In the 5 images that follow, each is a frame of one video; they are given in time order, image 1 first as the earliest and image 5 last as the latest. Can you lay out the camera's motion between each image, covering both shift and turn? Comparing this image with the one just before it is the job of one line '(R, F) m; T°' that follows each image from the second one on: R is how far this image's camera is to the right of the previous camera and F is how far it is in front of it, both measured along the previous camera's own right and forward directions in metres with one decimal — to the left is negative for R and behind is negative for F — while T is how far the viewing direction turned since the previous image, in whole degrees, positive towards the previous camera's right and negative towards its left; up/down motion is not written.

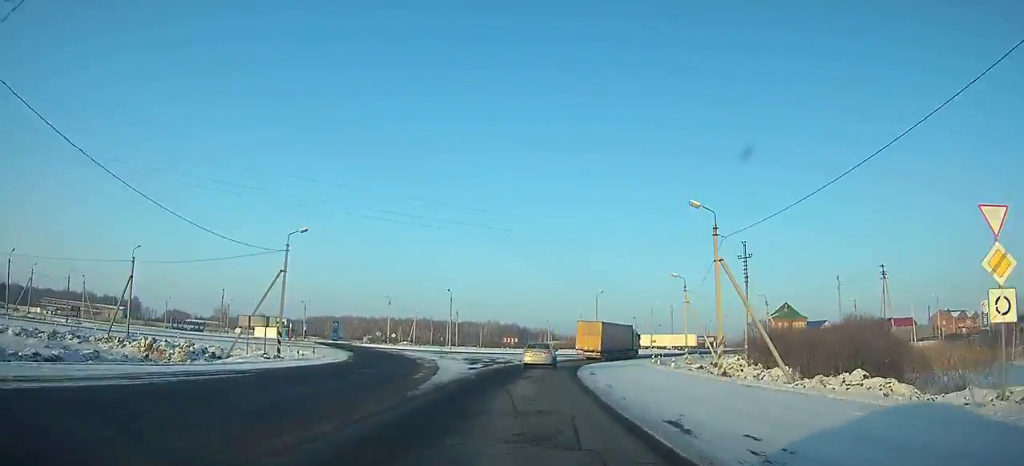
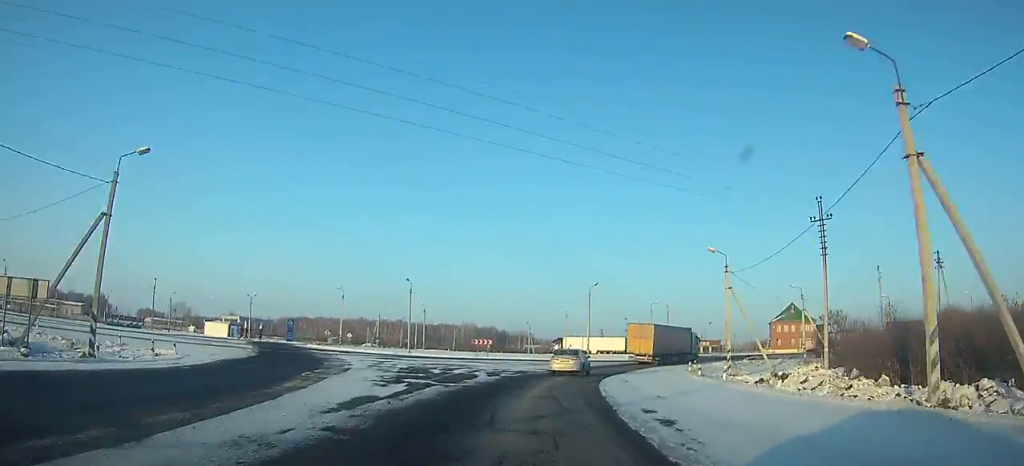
(+0.4, +17.0) m; +4°
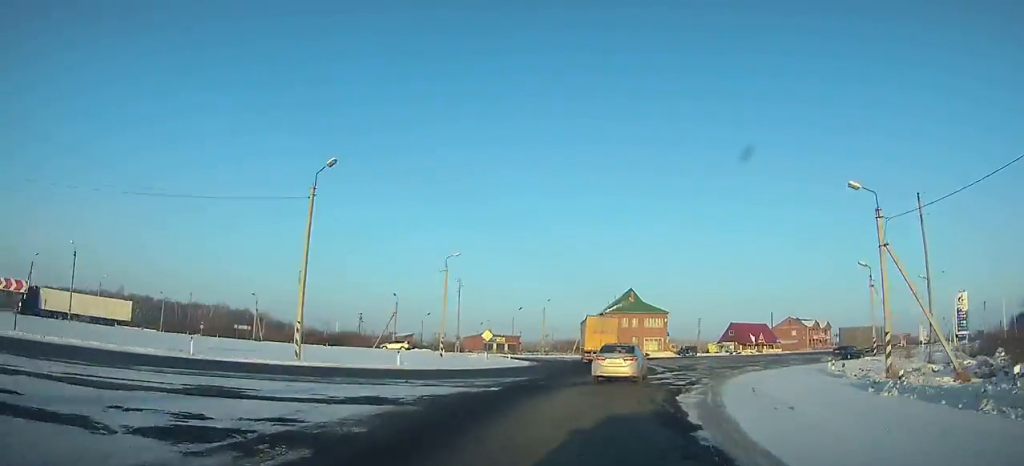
(+6.9, +42.7) m; +20°
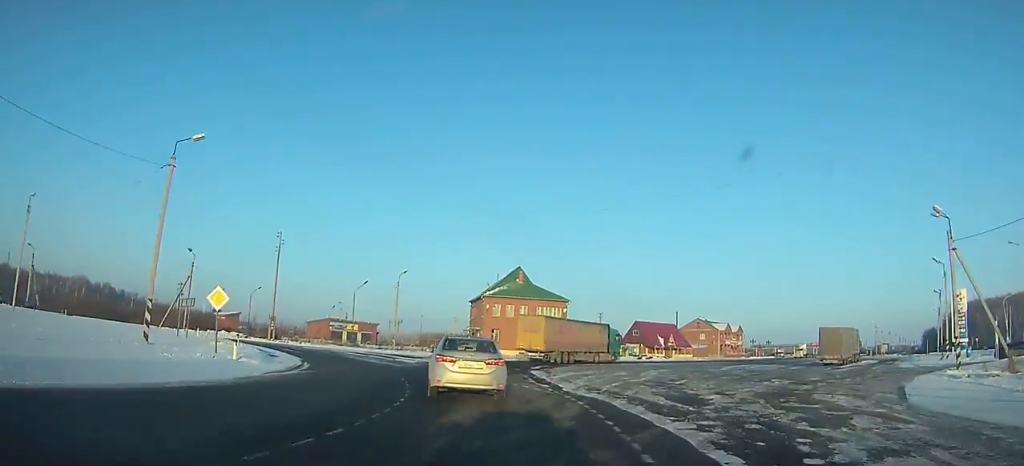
(+3.0, +26.8) m; +8°
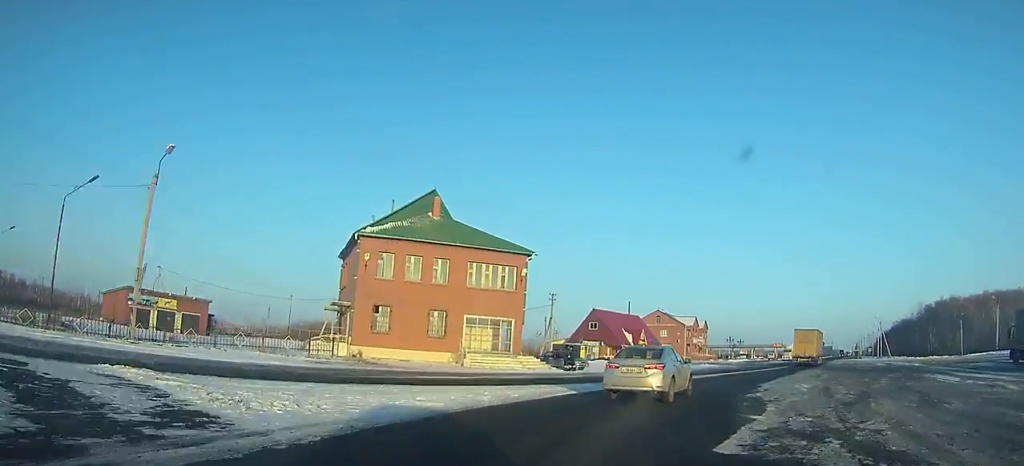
(+4.3, +42.2) m; +24°
